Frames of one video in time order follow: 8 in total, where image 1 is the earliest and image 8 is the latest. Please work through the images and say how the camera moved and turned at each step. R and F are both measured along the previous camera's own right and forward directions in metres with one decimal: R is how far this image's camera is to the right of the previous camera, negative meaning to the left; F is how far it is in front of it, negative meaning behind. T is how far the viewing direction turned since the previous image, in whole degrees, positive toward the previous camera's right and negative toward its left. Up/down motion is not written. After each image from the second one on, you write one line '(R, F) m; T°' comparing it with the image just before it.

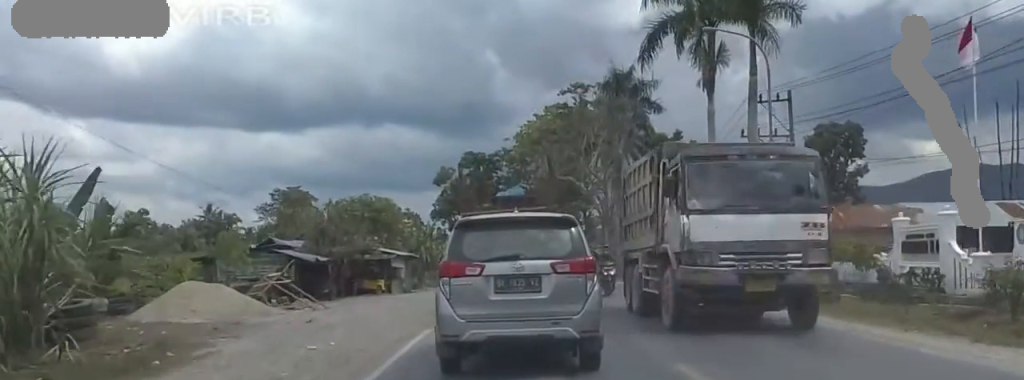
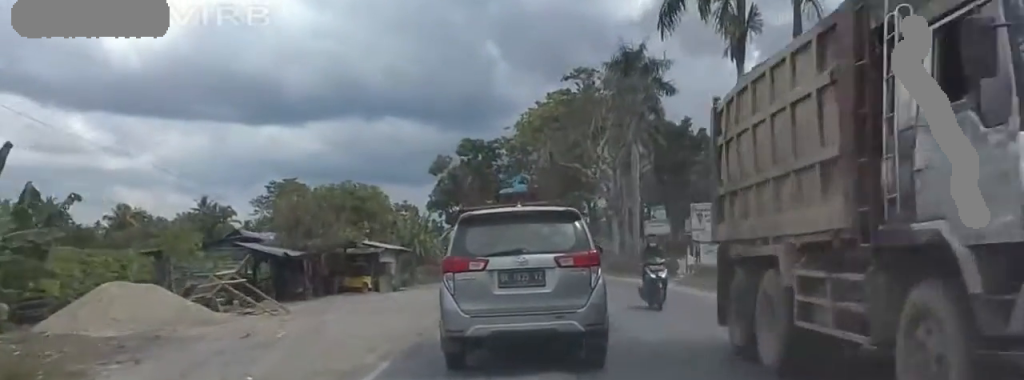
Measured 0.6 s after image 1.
(+0.1, +6.2) m; 0°
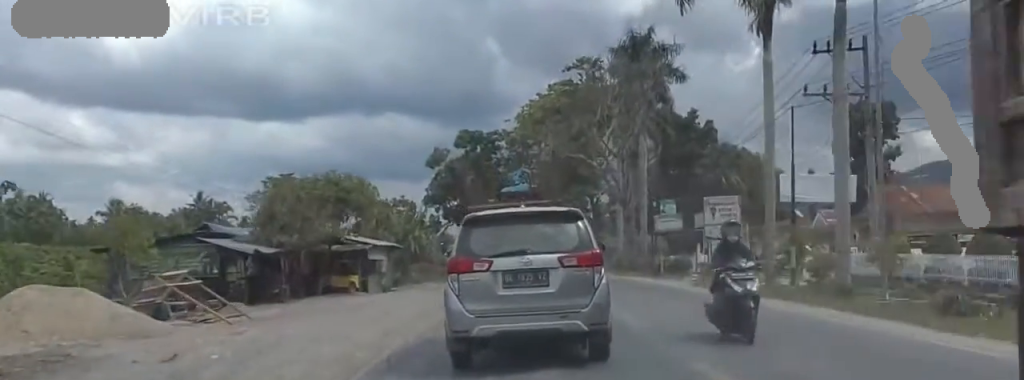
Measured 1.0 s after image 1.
(+0.1, +4.4) m; 0°
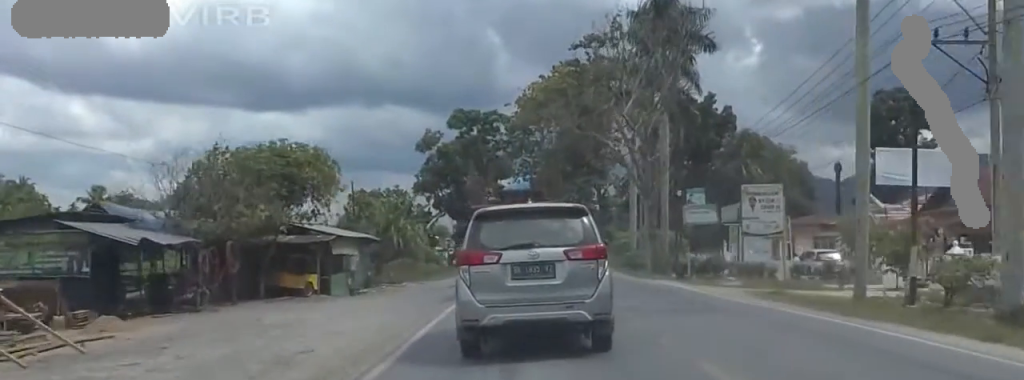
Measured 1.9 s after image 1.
(-0.2, +10.2) m; 0°
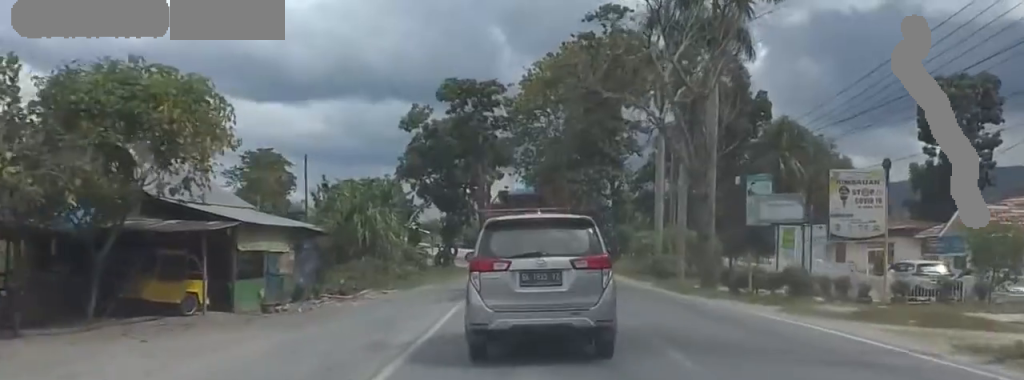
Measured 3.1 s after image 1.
(+0.3, +13.4) m; +2°
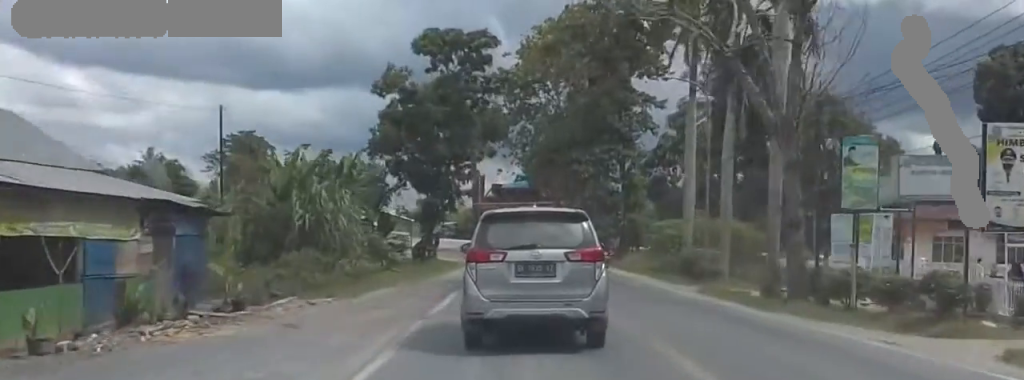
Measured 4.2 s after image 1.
(+0.1, +11.5) m; +1°
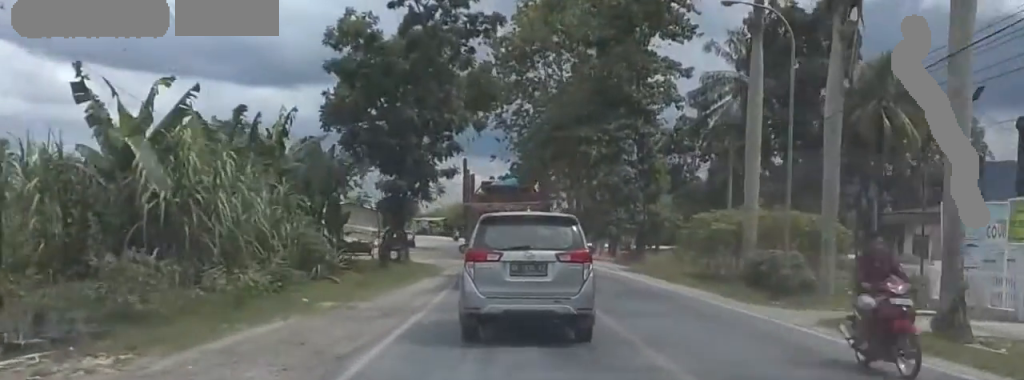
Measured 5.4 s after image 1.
(+0.5, +13.4) m; +4°
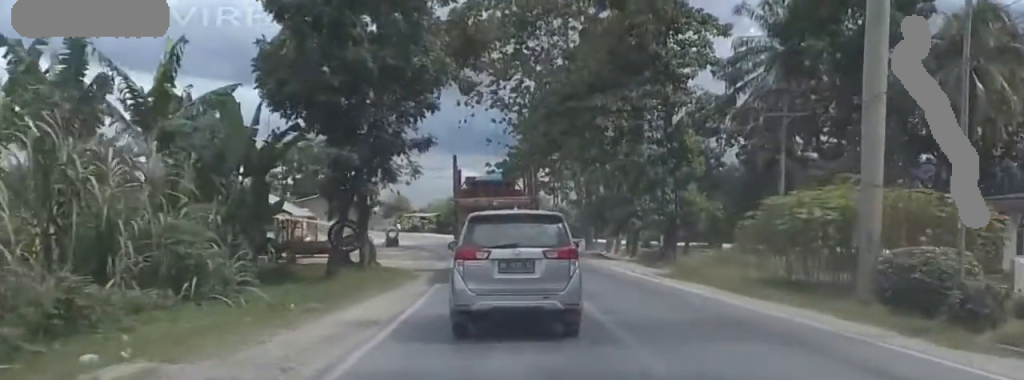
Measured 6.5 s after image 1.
(+0.2, +11.4) m; -1°
